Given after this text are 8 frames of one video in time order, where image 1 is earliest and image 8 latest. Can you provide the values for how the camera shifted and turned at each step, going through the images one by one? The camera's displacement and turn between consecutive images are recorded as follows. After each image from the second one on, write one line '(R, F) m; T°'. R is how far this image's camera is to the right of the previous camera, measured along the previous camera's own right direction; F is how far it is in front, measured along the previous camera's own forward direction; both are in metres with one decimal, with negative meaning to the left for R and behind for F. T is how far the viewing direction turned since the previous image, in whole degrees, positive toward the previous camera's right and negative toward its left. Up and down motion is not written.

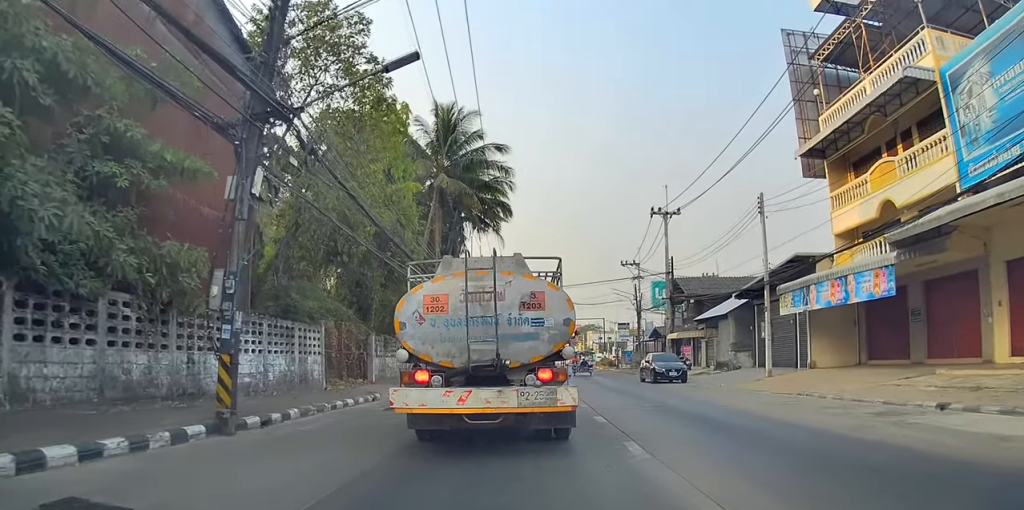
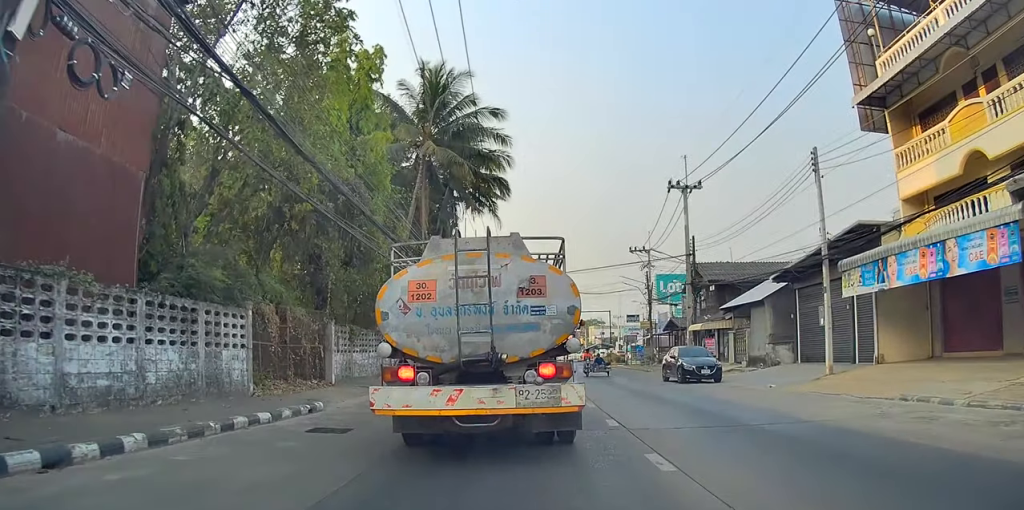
(+0.1, +5.6) m; +1°
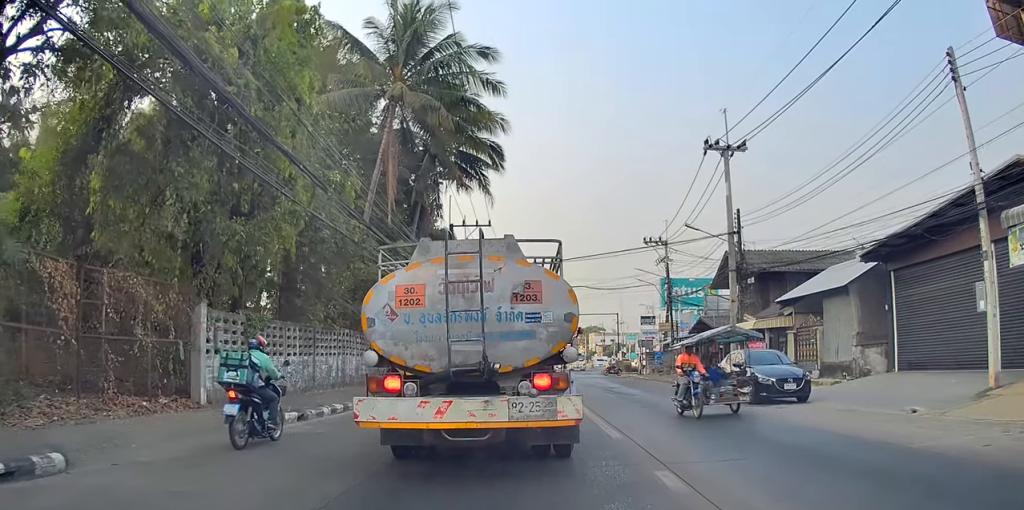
(-0.4, +9.5) m; -9°
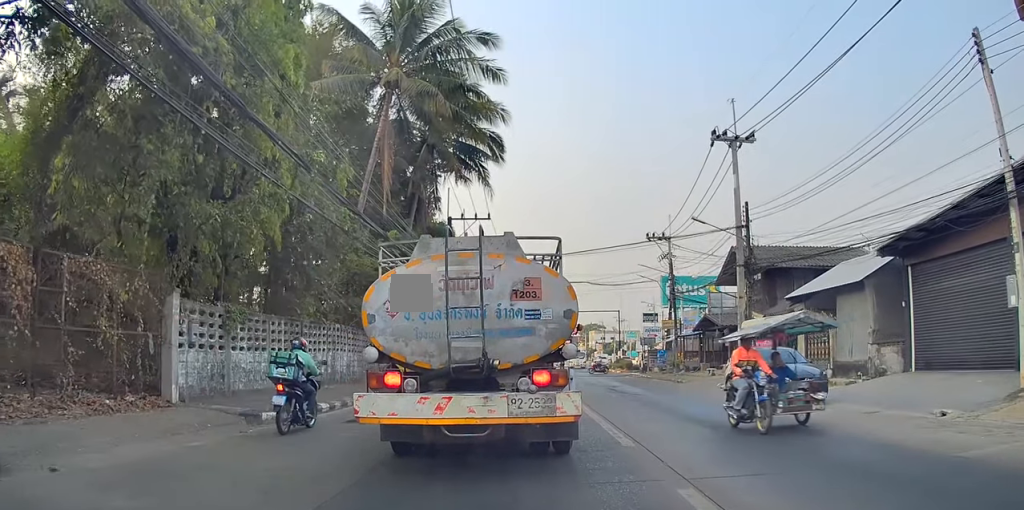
(-0.1, +1.2) m; -2°
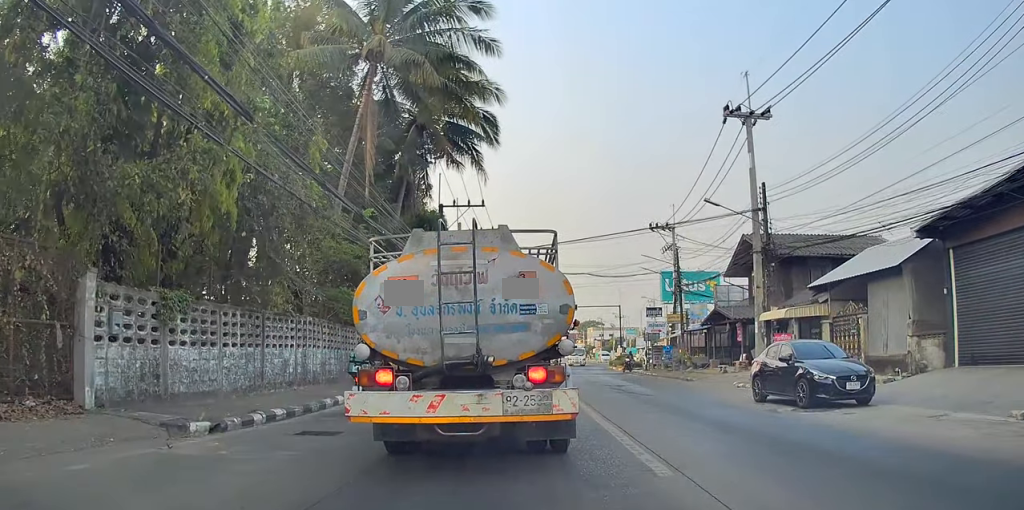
(-0.1, +2.6) m; -2°
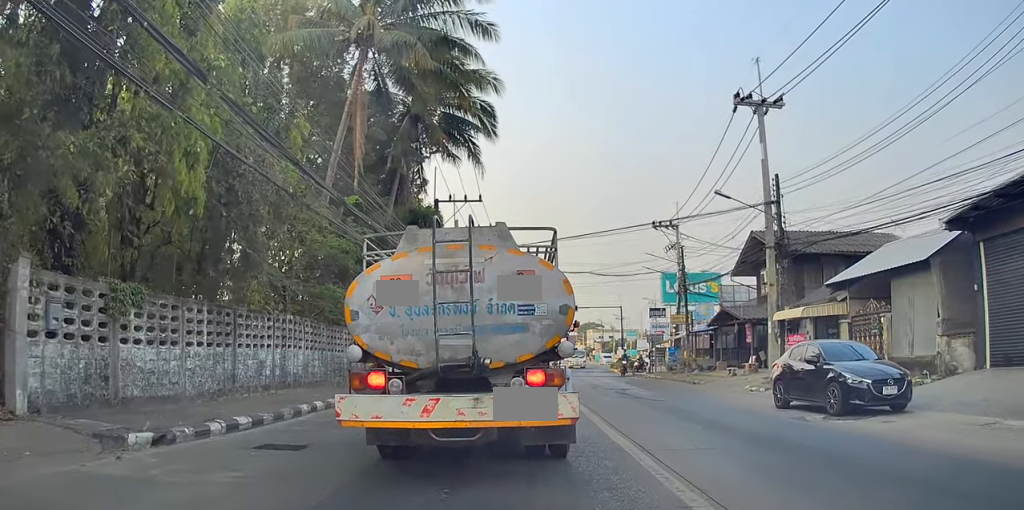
(0.0, +1.6) m; +1°
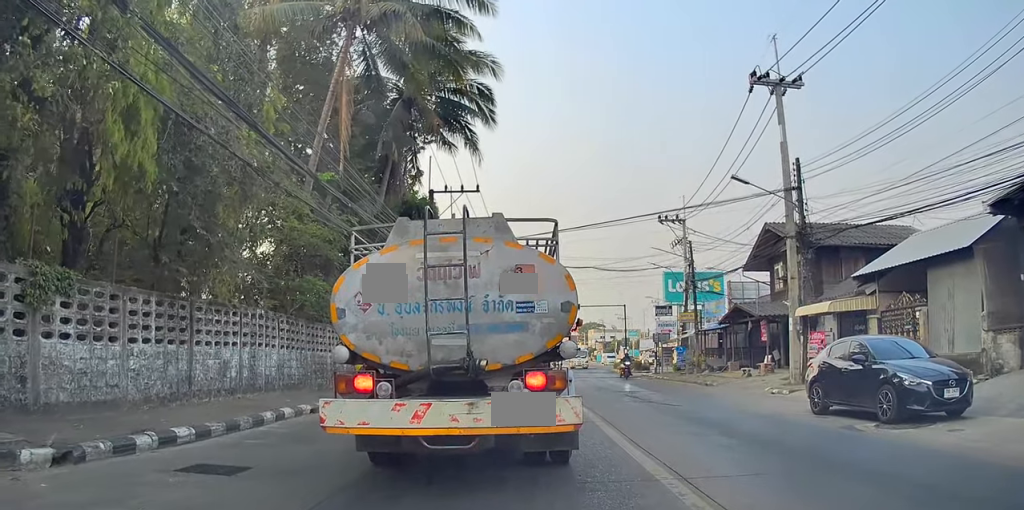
(+0.1, +2.3) m; +4°
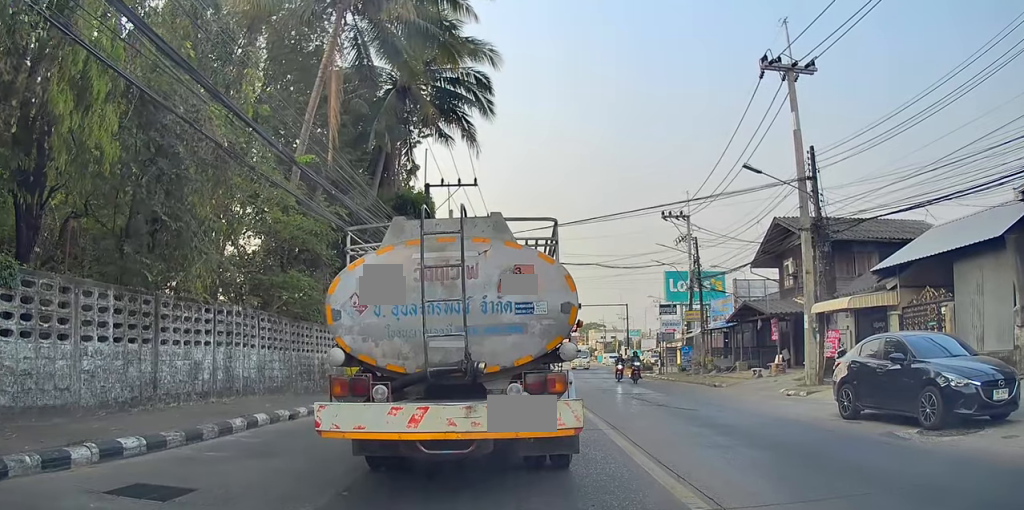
(+0.1, +2.0) m; +3°
